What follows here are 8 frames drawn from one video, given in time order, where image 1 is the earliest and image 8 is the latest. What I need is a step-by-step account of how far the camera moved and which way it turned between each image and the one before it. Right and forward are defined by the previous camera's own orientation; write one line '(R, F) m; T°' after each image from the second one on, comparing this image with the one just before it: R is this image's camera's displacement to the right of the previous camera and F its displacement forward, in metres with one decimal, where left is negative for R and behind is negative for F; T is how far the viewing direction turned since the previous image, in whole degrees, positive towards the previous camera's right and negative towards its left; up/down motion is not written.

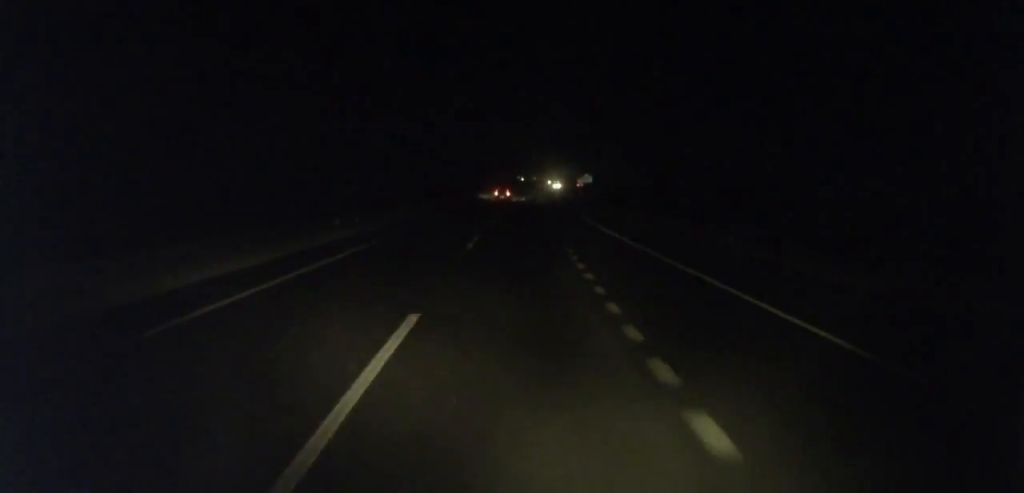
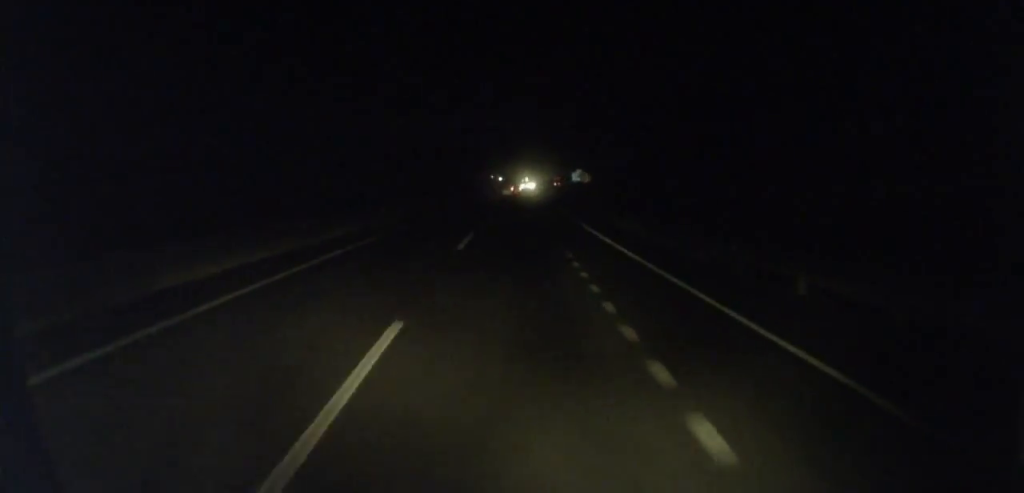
(+1.0, +51.9) m; +3°
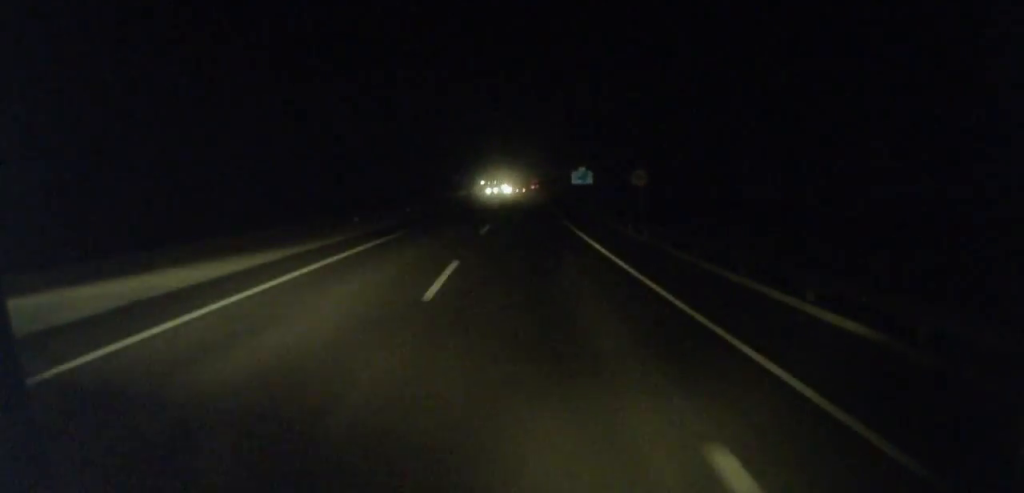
(-1.0, +42.0) m; +3°
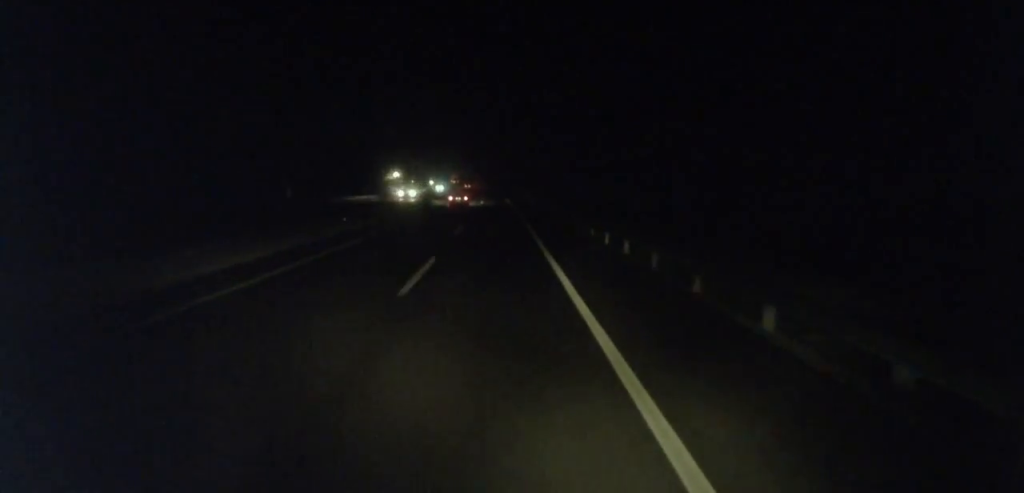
(+14.1, +166.2) m; +6°
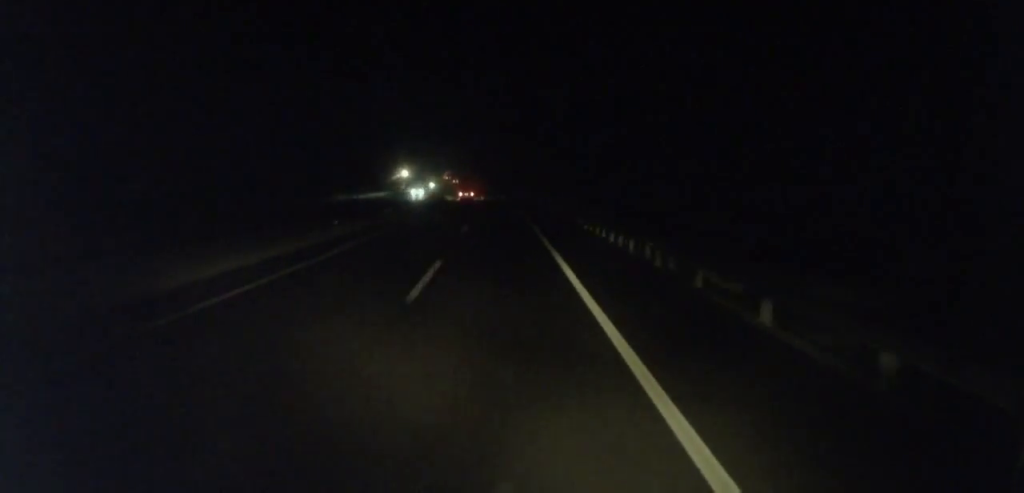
(-1.4, +51.3) m; 0°
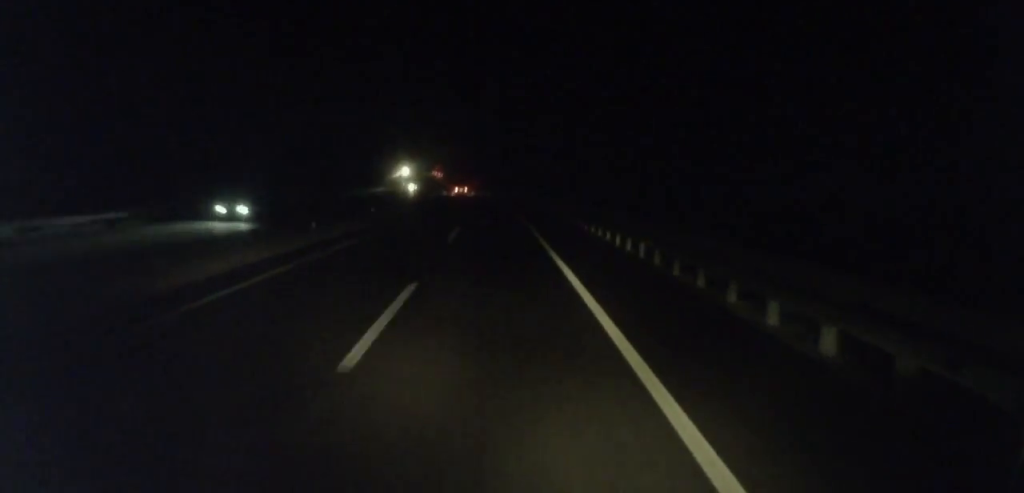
(+1.2, +38.6) m; 0°
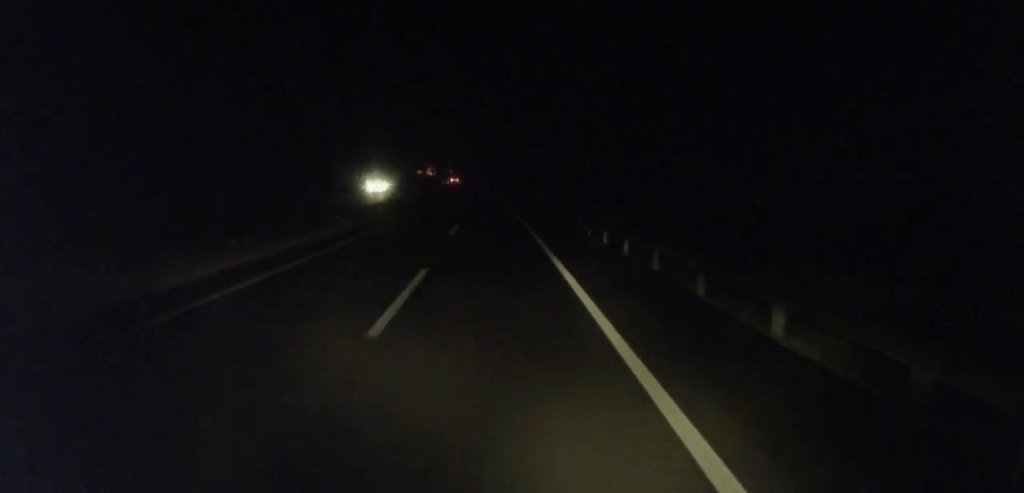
(-0.5, +150.8) m; -3°
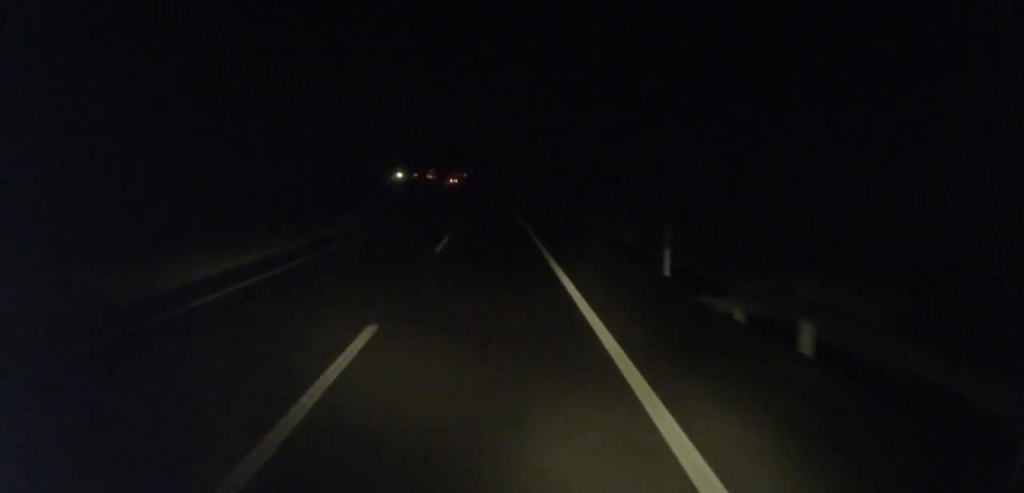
(-1.9, +57.4) m; -3°
